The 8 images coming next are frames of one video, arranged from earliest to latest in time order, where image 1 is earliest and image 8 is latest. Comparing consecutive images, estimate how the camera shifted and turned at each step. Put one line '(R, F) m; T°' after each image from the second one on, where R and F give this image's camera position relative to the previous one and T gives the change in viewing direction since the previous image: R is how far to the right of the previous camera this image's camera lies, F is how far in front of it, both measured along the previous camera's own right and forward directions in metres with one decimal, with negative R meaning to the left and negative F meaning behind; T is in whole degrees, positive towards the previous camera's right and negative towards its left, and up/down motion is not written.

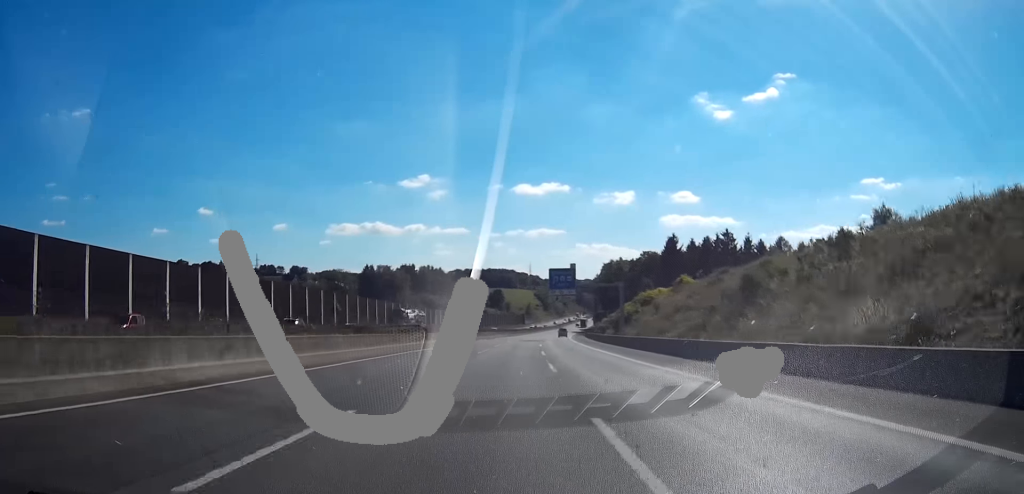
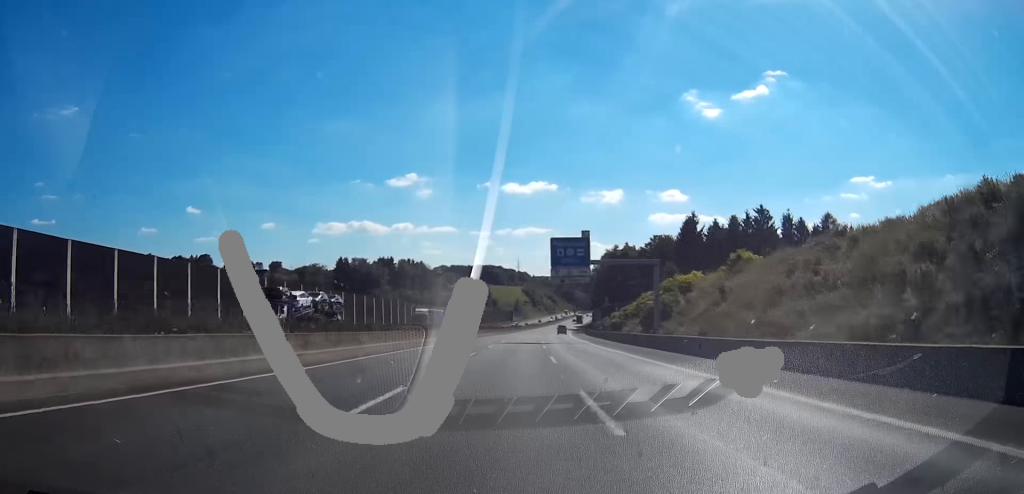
(+0.4, +32.0) m; +1°
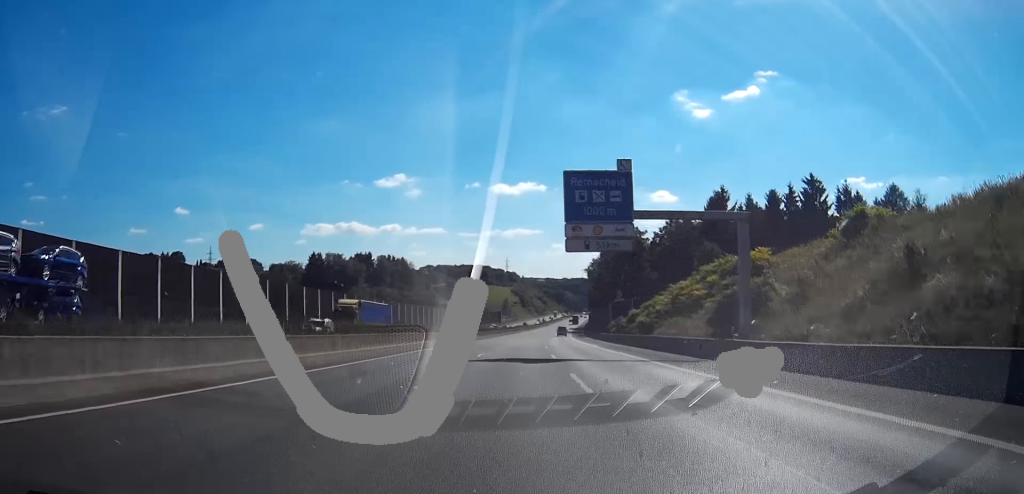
(+0.4, +29.1) m; +2°
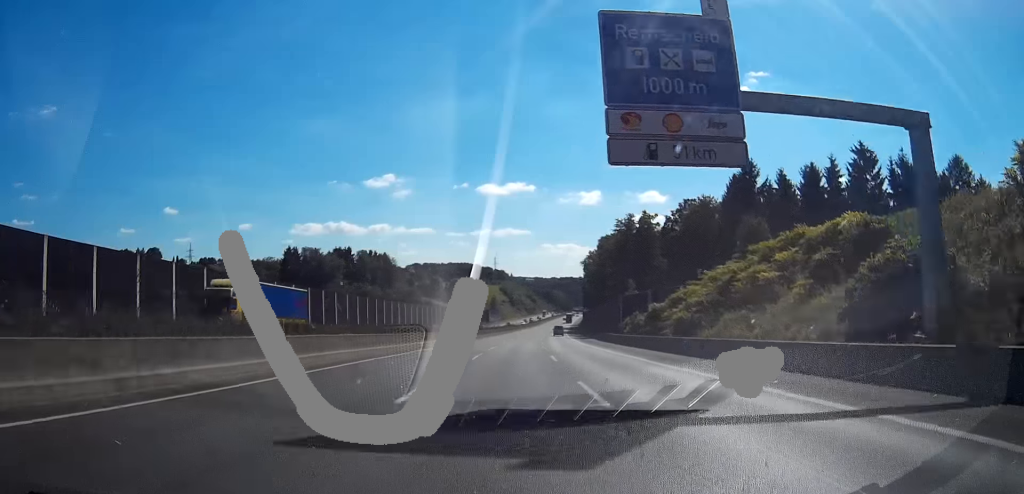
(0.0, +20.5) m; +1°
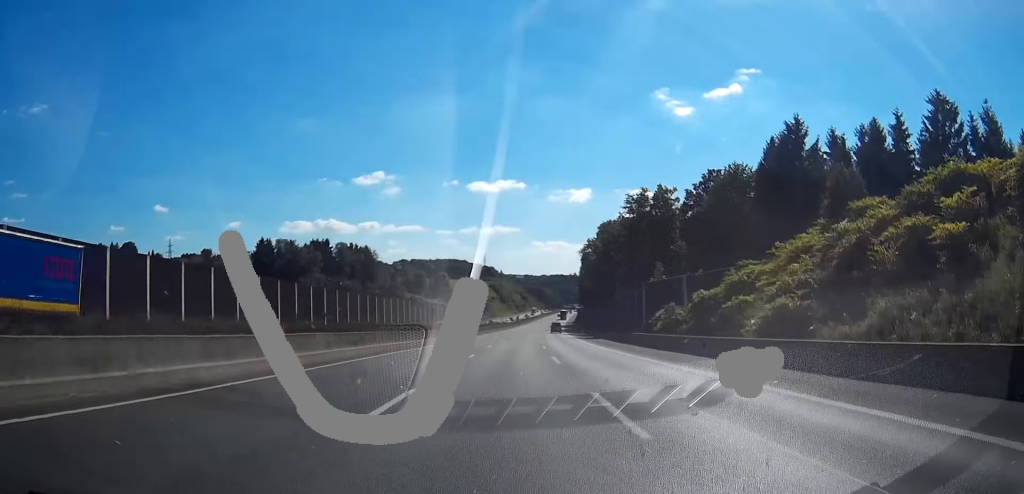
(+0.6, +21.4) m; +1°
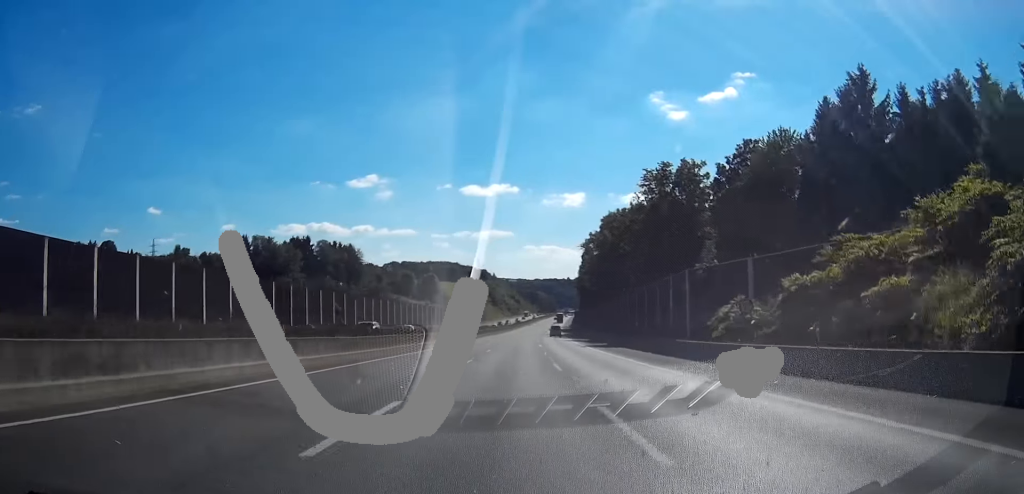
(+0.3, +19.0) m; 0°
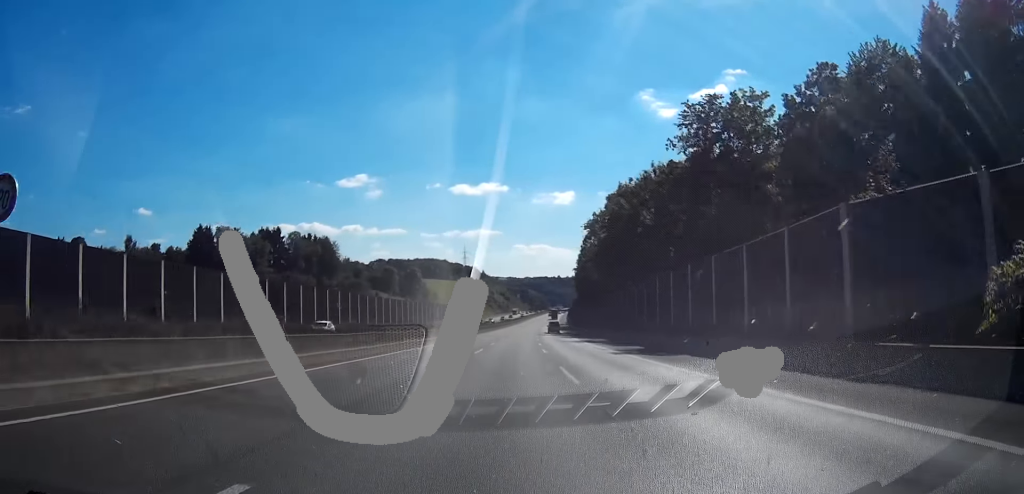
(-0.3, +24.9) m; 0°
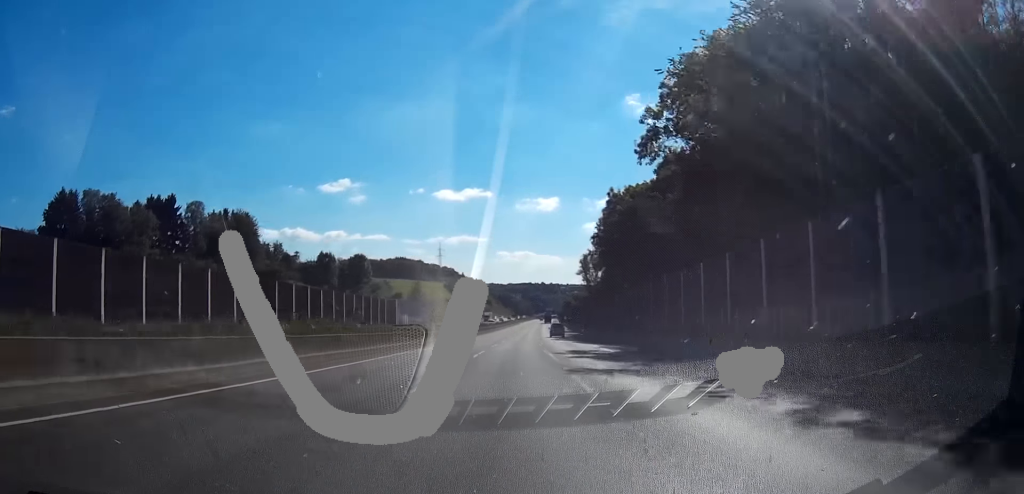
(+0.4, +74.1) m; +1°
